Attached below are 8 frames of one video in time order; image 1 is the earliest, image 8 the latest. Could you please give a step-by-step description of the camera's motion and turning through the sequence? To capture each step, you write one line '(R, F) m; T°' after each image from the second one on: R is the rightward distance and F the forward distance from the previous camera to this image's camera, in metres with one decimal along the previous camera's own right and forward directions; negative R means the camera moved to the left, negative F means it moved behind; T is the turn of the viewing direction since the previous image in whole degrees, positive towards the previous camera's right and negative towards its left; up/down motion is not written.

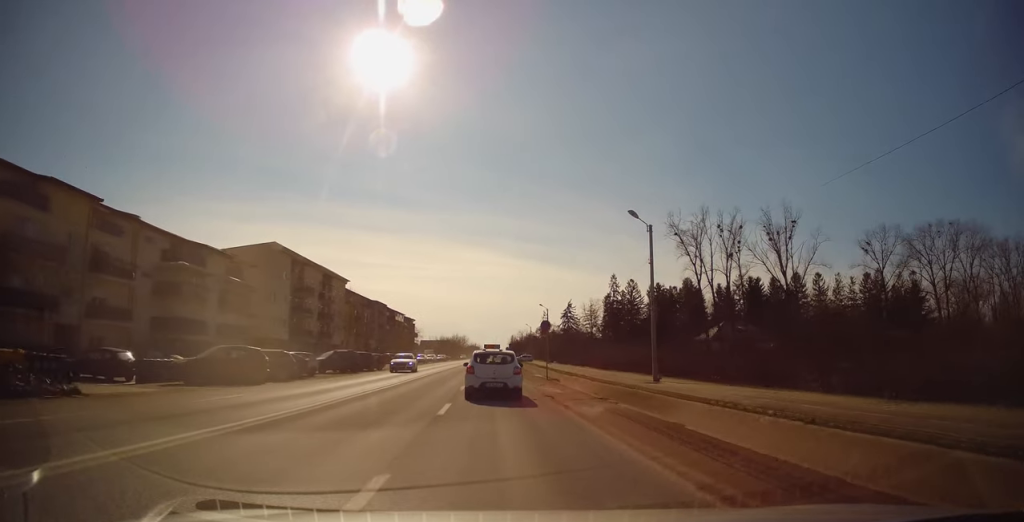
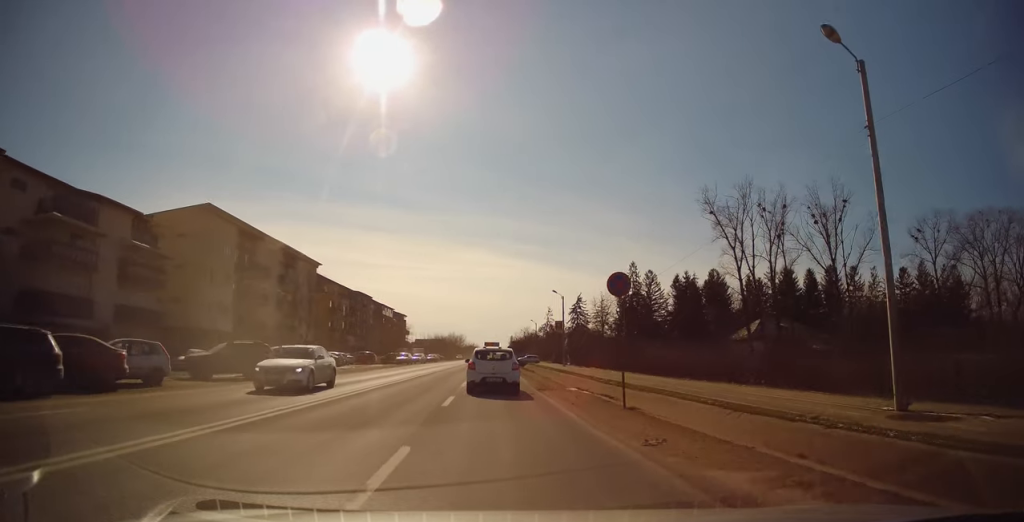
(+0.4, +16.3) m; +1°
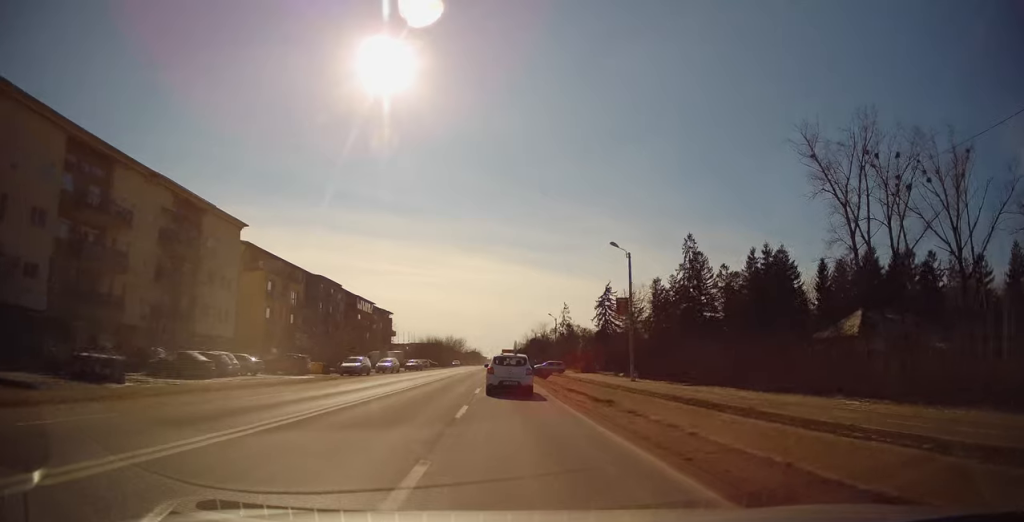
(-0.1, +27.6) m; 0°
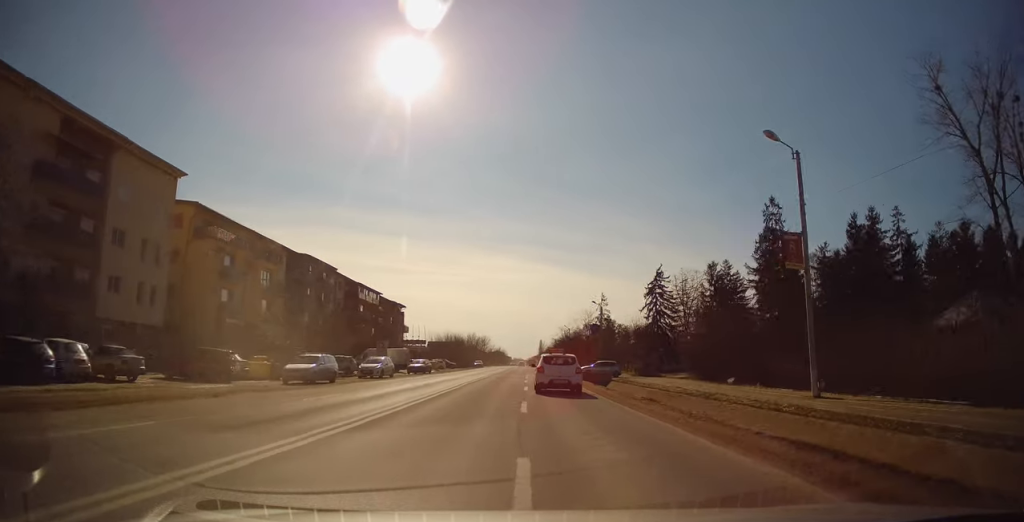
(0.0, +16.6) m; -2°
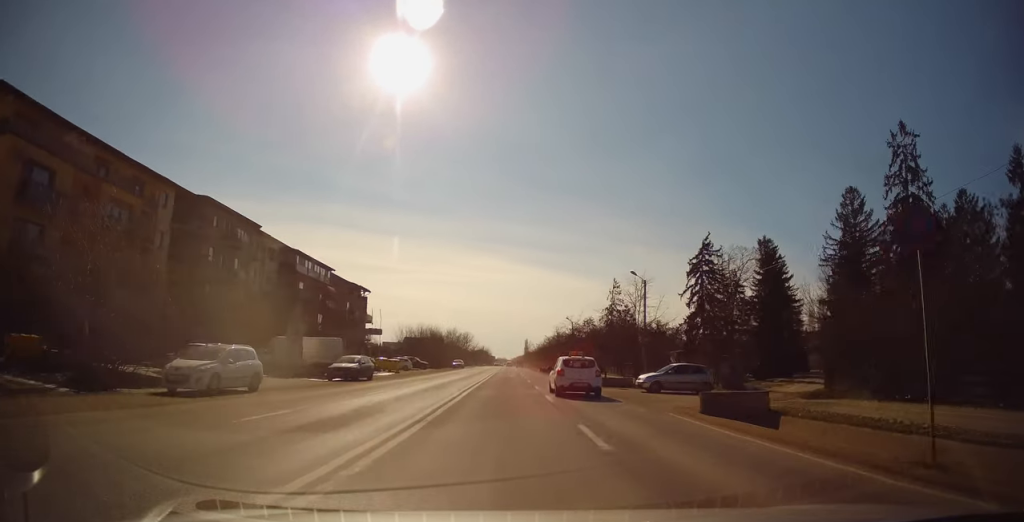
(-0.6, +22.7) m; 0°
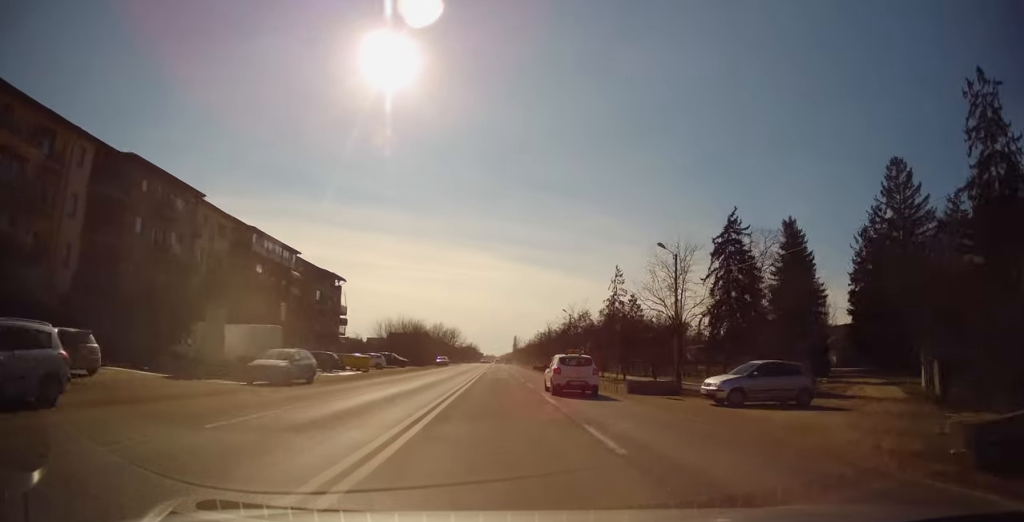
(-0.1, +9.3) m; +1°
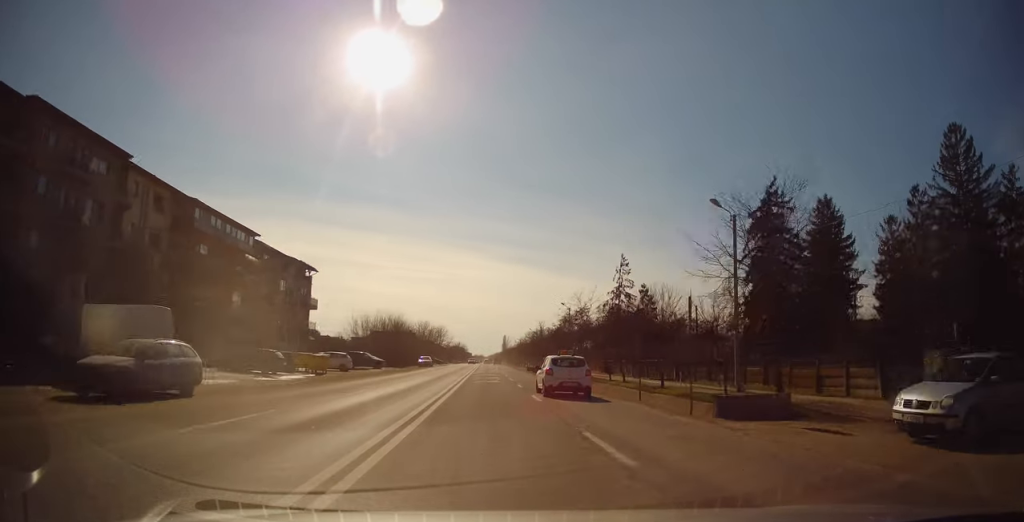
(+0.3, +9.5) m; +1°
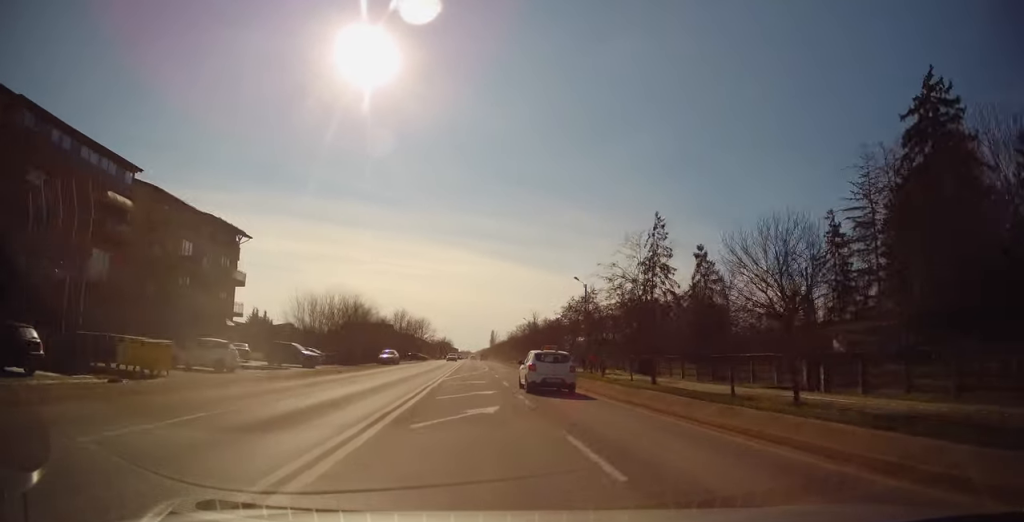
(+0.5, +19.5) m; +1°
